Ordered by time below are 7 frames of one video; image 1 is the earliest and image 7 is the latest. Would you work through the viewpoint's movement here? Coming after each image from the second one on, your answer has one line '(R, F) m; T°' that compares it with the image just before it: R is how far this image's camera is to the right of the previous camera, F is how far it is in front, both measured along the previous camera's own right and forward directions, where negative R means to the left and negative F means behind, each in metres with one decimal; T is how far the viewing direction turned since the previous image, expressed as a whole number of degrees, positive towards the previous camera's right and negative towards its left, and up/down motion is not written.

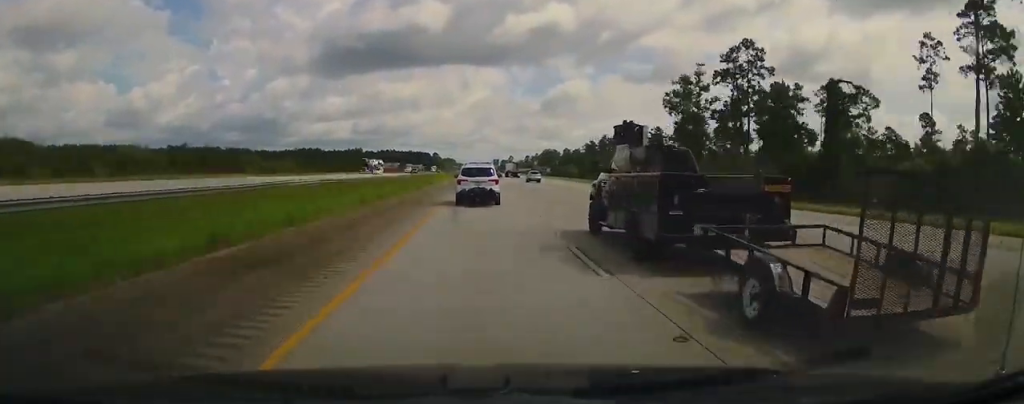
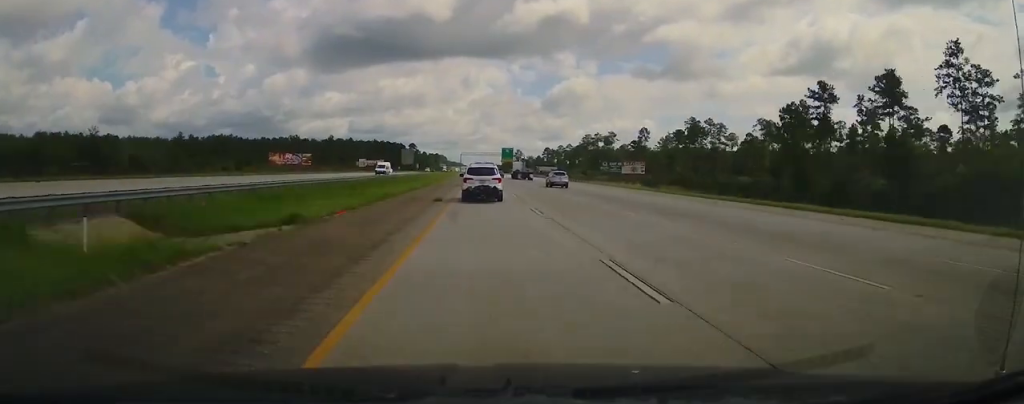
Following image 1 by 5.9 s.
(+0.6, +188.8) m; 0°
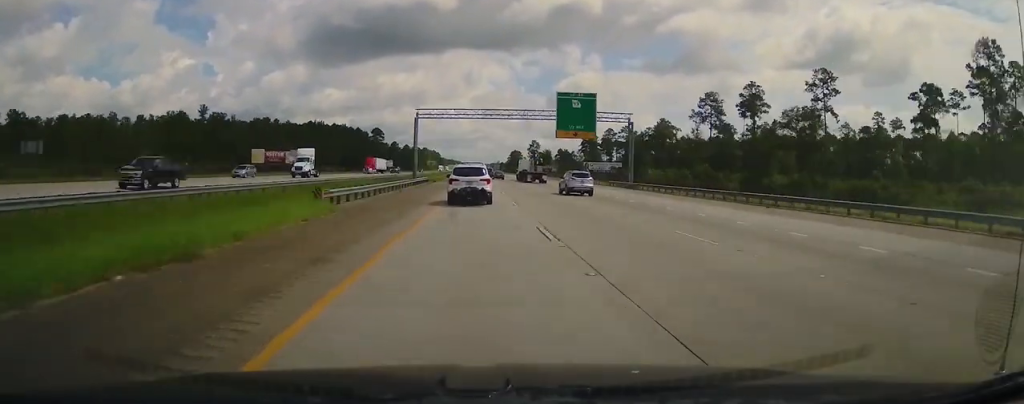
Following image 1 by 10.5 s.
(-1.0, +159.0) m; 0°
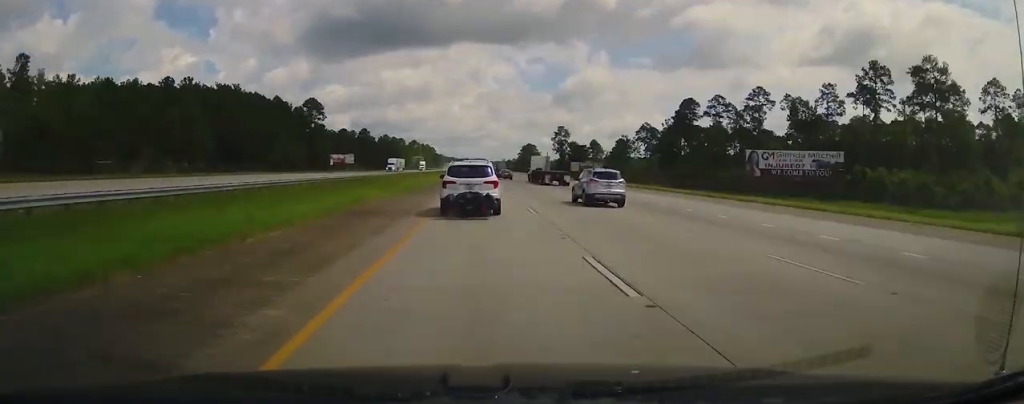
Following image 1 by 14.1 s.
(-0.2, +128.2) m; 0°
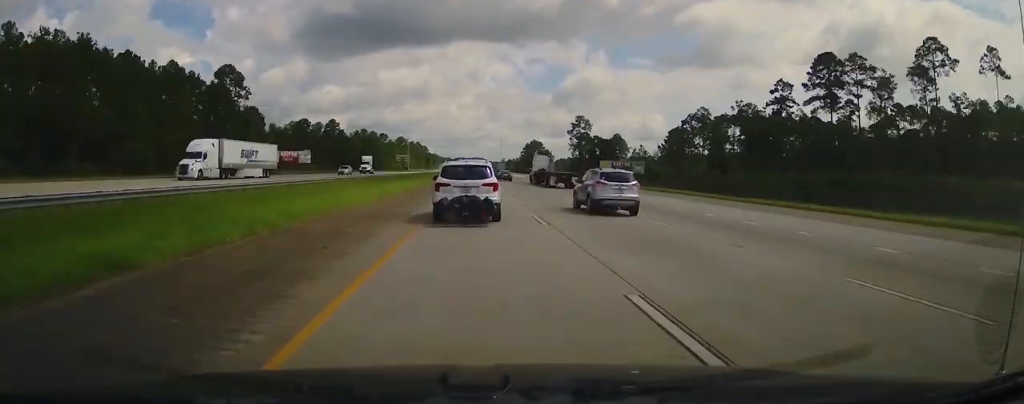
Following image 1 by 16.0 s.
(+0.4, +67.3) m; 0°
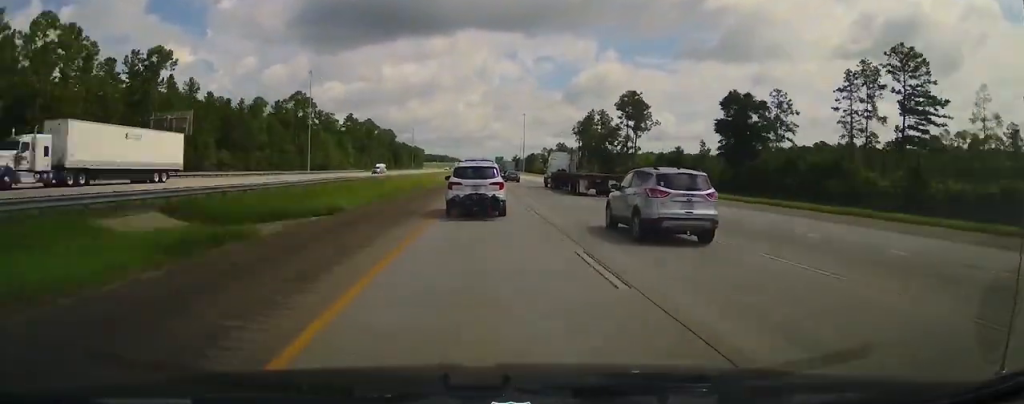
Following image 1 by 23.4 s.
(+0.3, +304.0) m; 0°
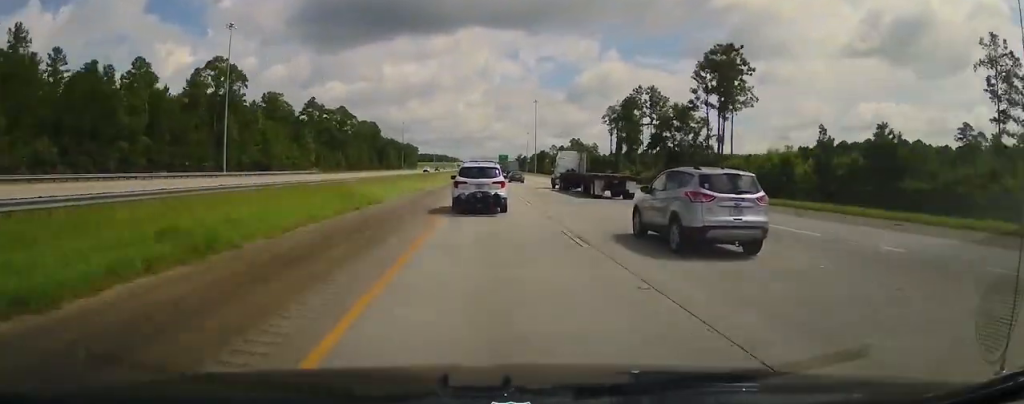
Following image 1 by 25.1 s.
(0.0, +84.0) m; 0°
